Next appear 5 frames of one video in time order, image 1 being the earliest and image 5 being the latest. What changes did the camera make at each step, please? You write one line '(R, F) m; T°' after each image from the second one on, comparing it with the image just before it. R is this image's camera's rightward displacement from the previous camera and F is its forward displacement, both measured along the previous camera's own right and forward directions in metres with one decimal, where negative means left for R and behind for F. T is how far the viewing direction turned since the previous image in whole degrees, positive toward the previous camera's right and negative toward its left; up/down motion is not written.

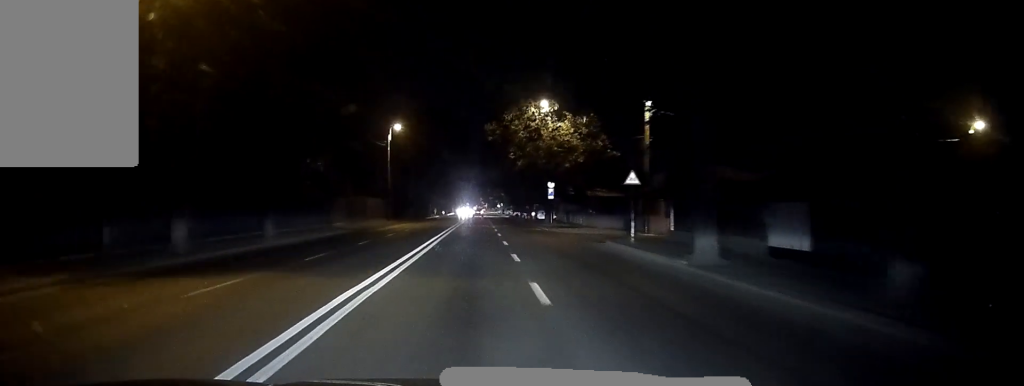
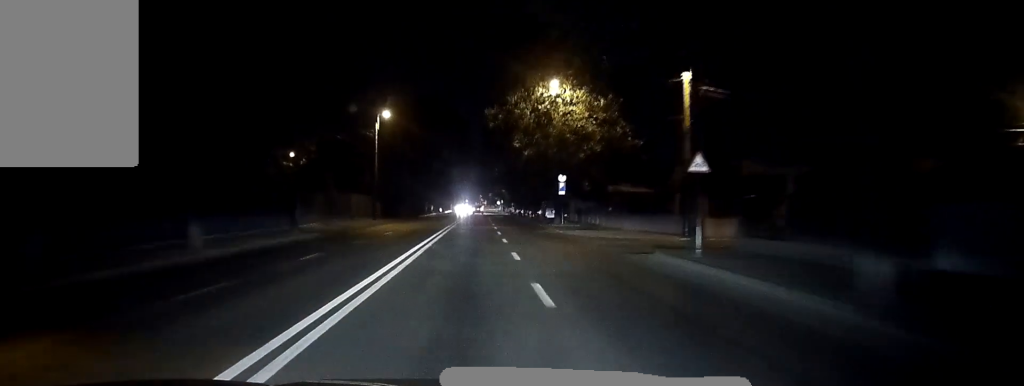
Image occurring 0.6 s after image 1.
(0.0, +8.9) m; 0°
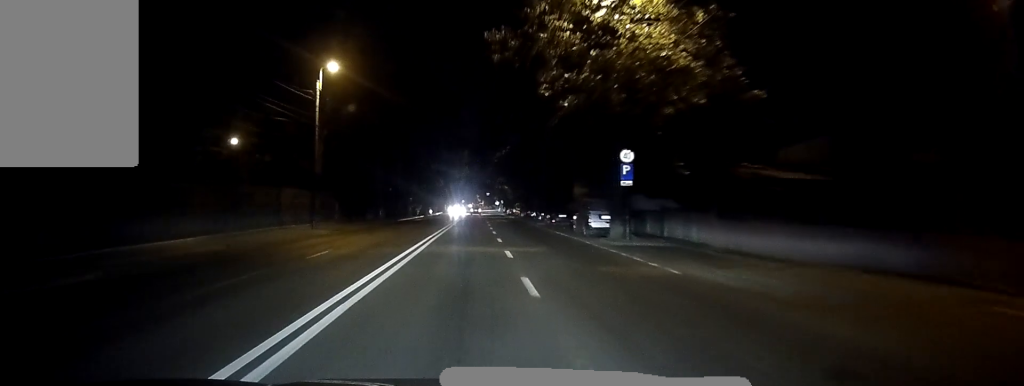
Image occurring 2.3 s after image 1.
(-0.2, +24.4) m; -1°
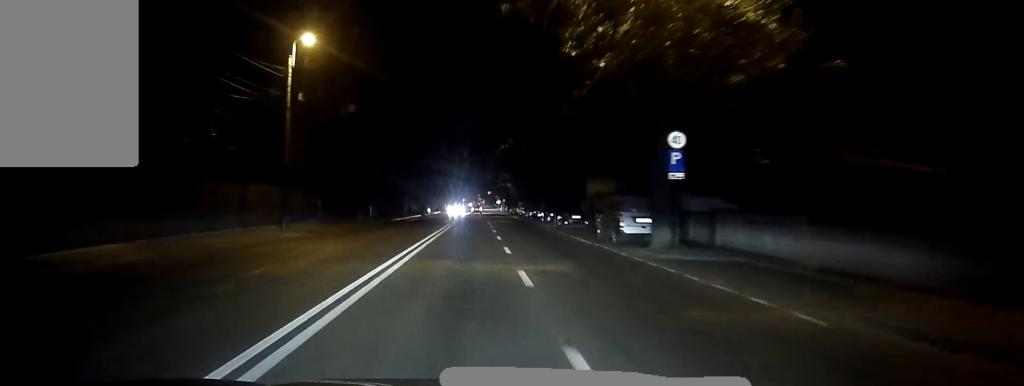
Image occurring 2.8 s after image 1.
(0.0, +7.3) m; 0°
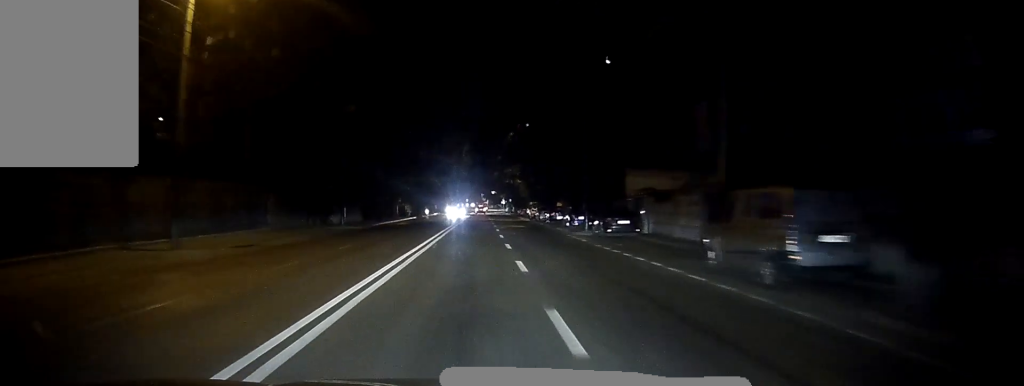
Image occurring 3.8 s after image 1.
(+0.1, +14.6) m; 0°
